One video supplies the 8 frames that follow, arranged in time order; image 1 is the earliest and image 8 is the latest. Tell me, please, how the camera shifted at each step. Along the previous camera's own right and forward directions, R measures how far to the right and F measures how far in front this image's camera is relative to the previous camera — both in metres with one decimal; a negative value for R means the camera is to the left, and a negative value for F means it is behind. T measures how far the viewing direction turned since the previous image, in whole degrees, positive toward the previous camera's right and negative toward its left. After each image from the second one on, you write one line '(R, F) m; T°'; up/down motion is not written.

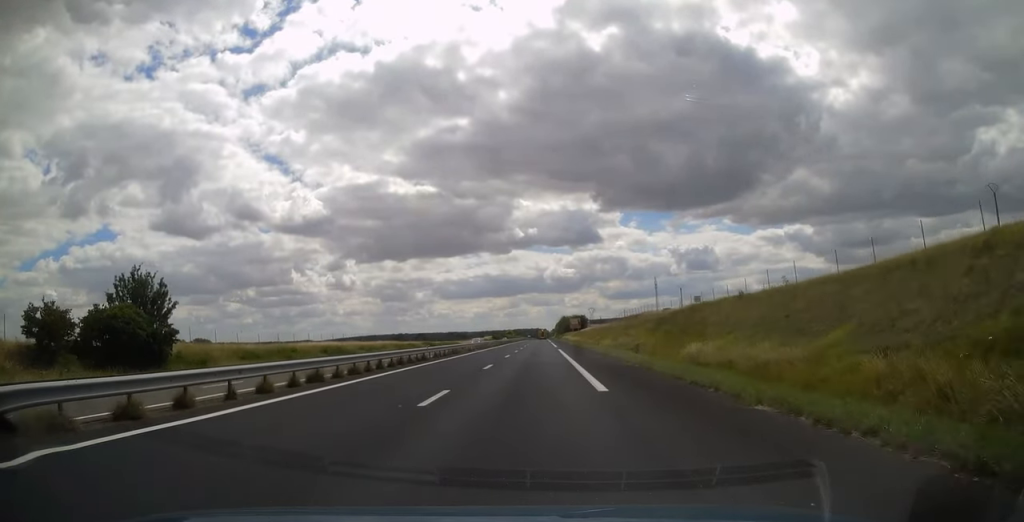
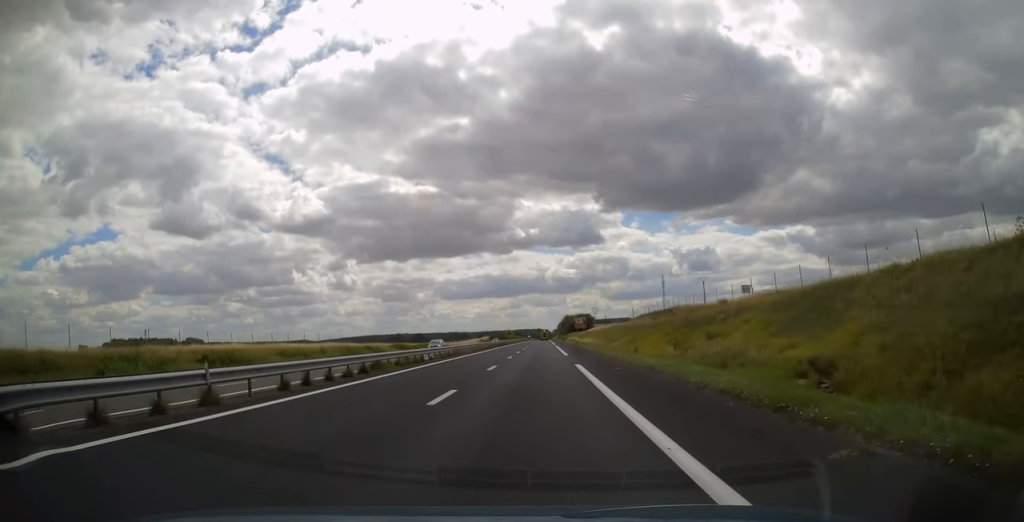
(-0.3, +25.0) m; 0°
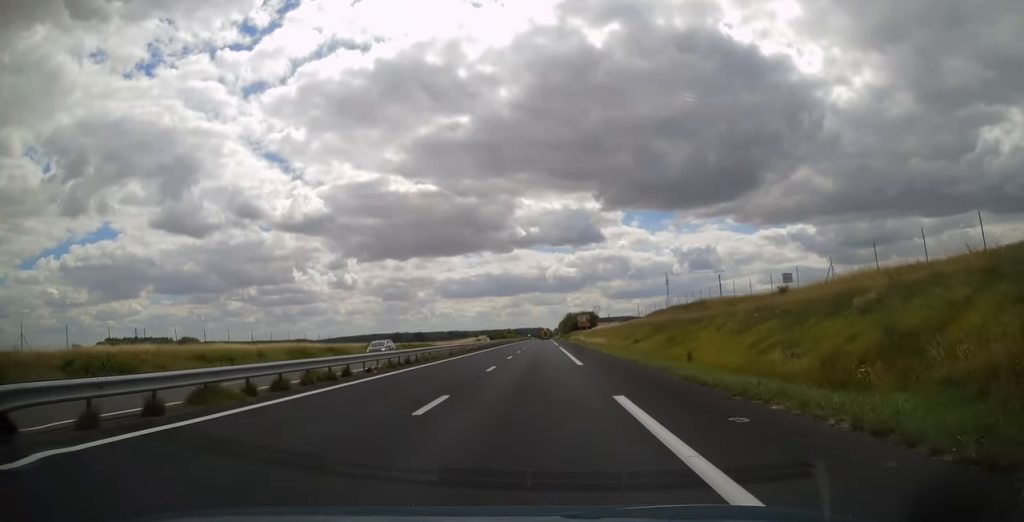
(0.0, +14.2) m; 0°
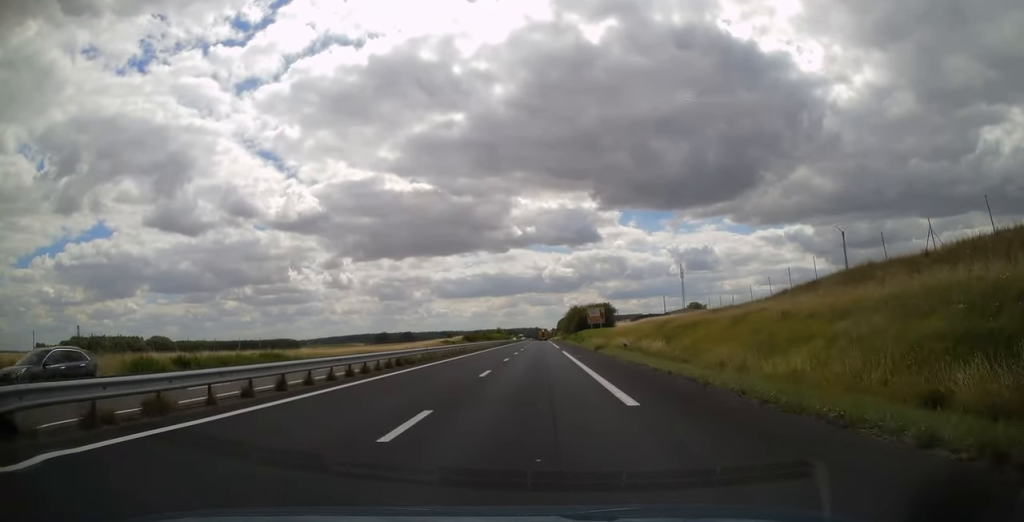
(+0.6, +65.7) m; 0°
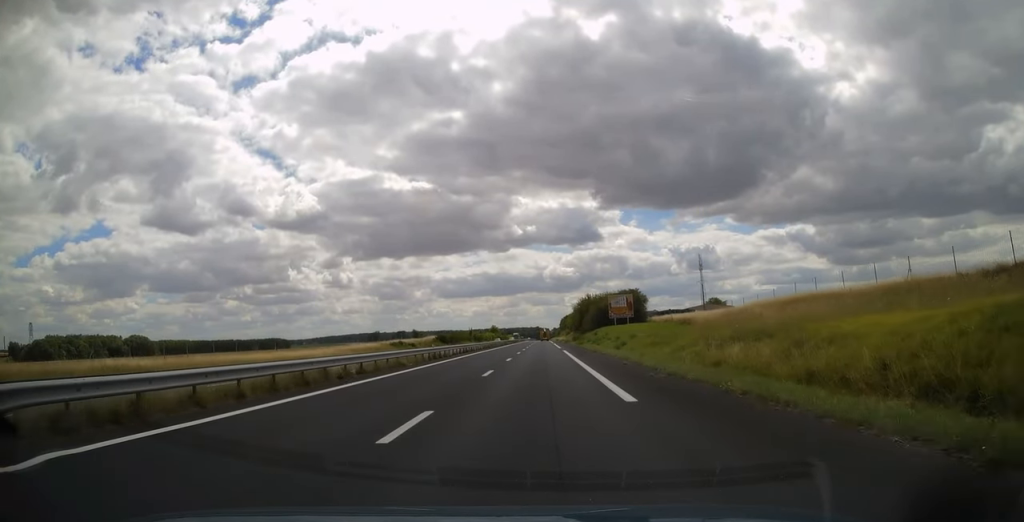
(-0.5, +50.5) m; 0°
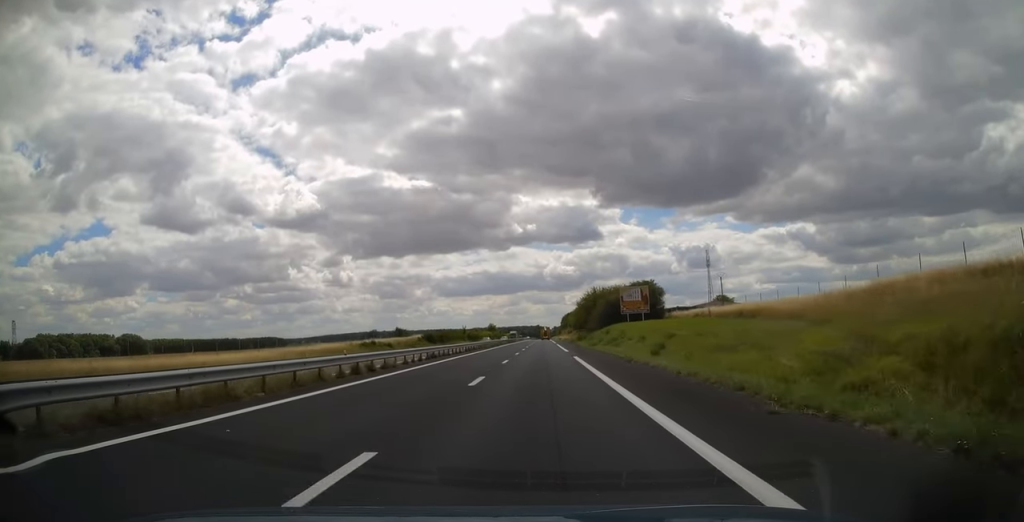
(+0.2, +16.7) m; 0°
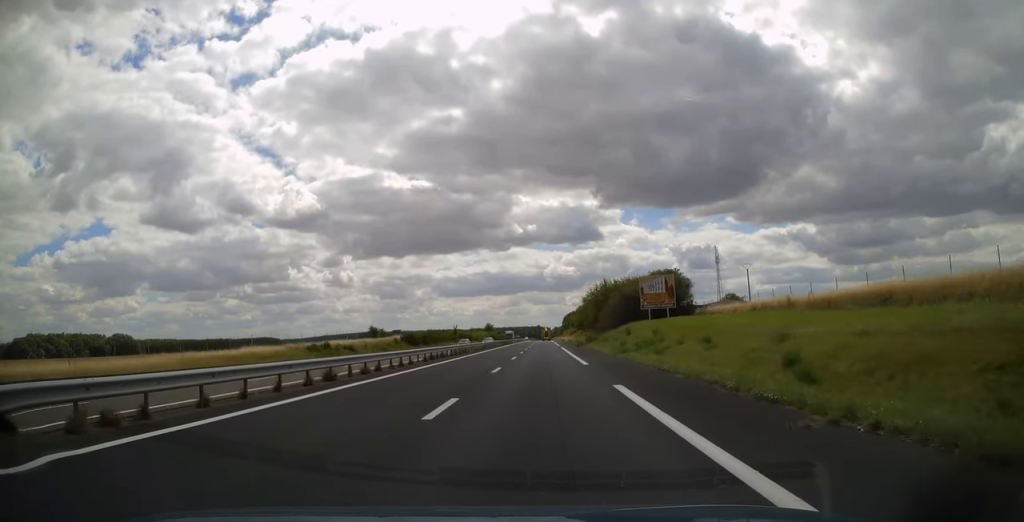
(0.0, +19.2) m; 0°
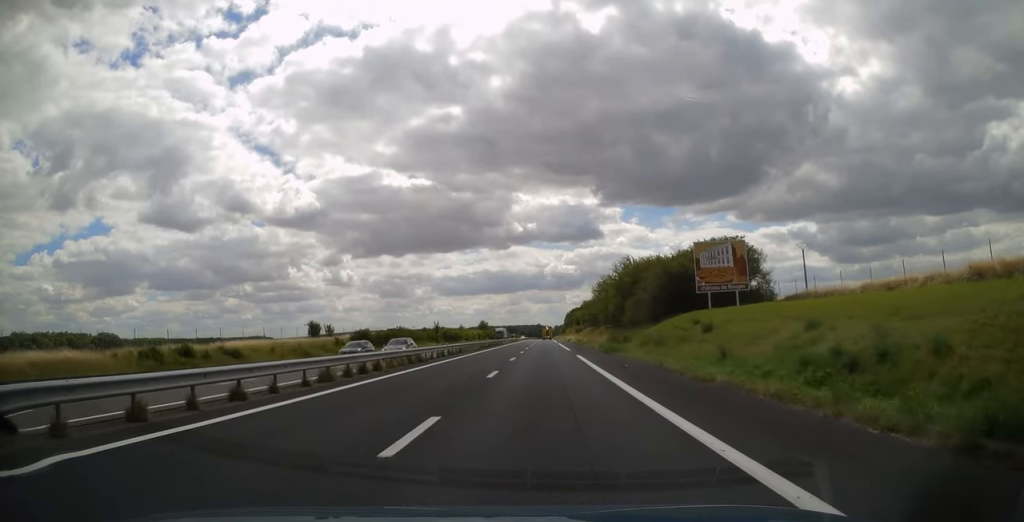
(0.0, +28.4) m; 0°
